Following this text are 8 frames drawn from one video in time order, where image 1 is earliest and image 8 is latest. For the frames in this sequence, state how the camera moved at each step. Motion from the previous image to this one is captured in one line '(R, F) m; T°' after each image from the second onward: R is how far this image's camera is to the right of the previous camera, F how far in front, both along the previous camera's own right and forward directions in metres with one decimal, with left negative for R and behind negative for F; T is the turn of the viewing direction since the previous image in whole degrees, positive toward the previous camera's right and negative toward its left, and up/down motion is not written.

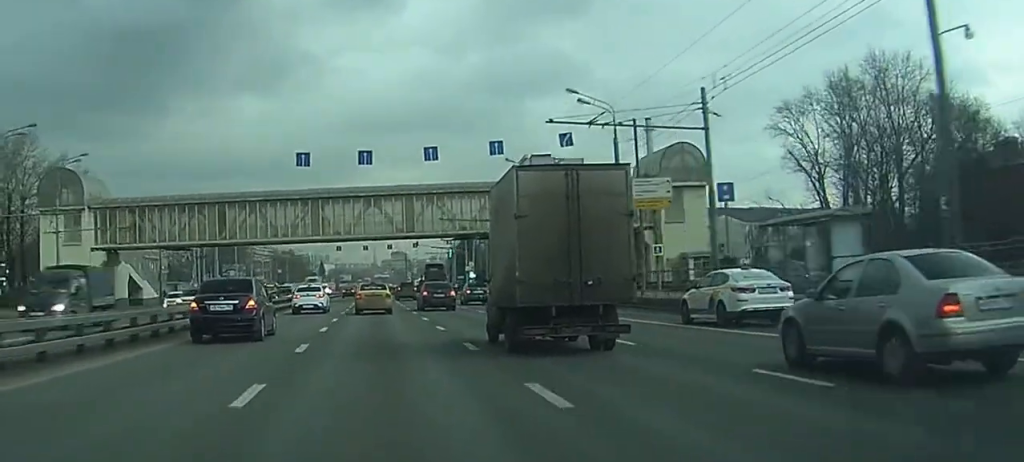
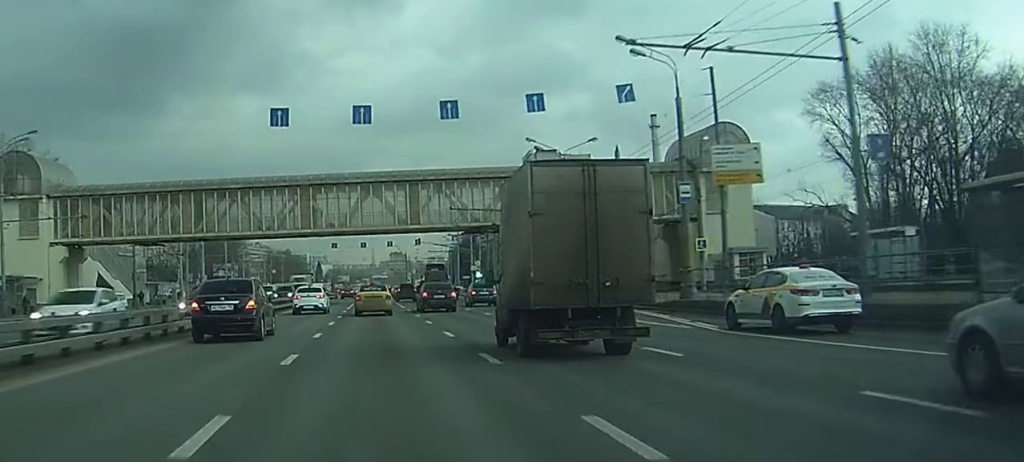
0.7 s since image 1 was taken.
(0.0, +10.9) m; 0°
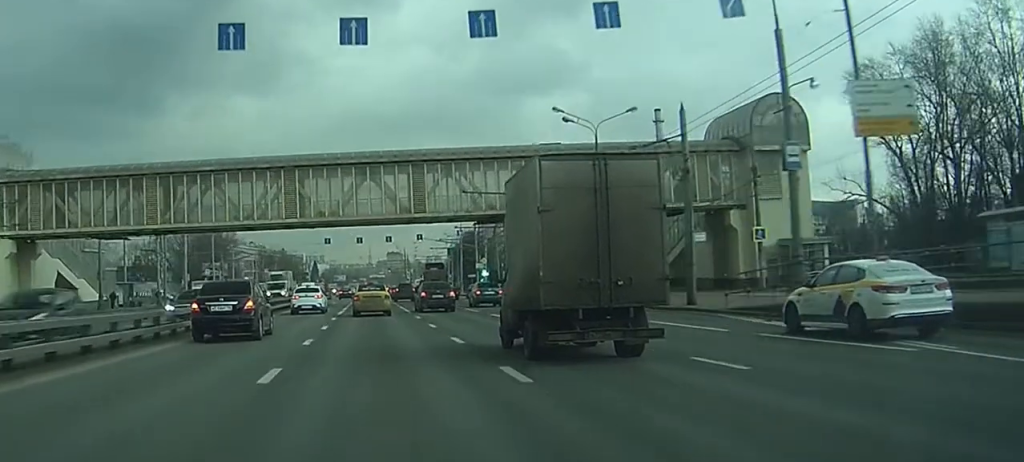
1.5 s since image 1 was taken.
(0.0, +10.8) m; 0°
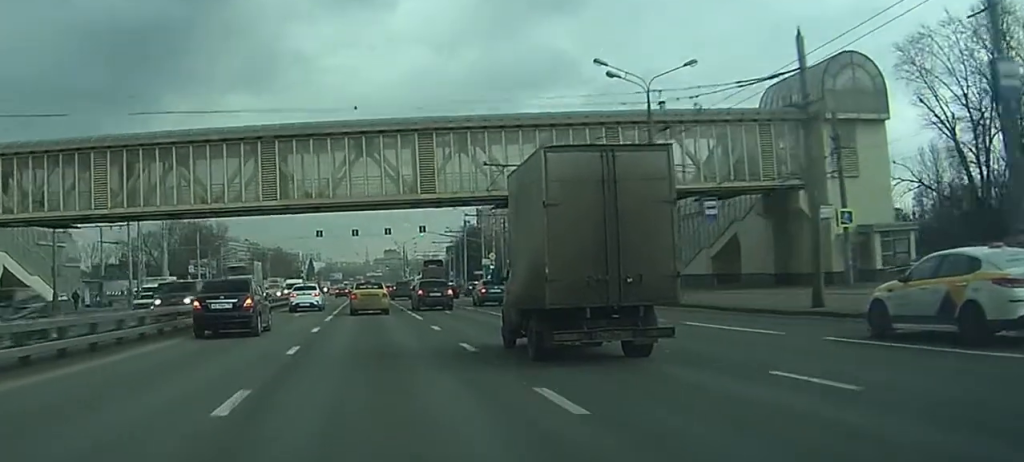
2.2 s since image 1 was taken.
(-0.1, +11.2) m; 0°
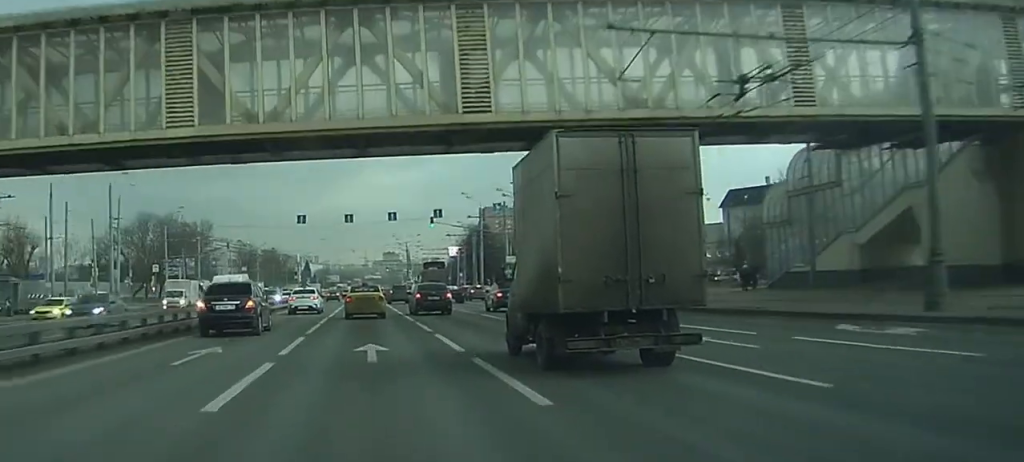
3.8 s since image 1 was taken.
(+0.2, +22.9) m; +1°
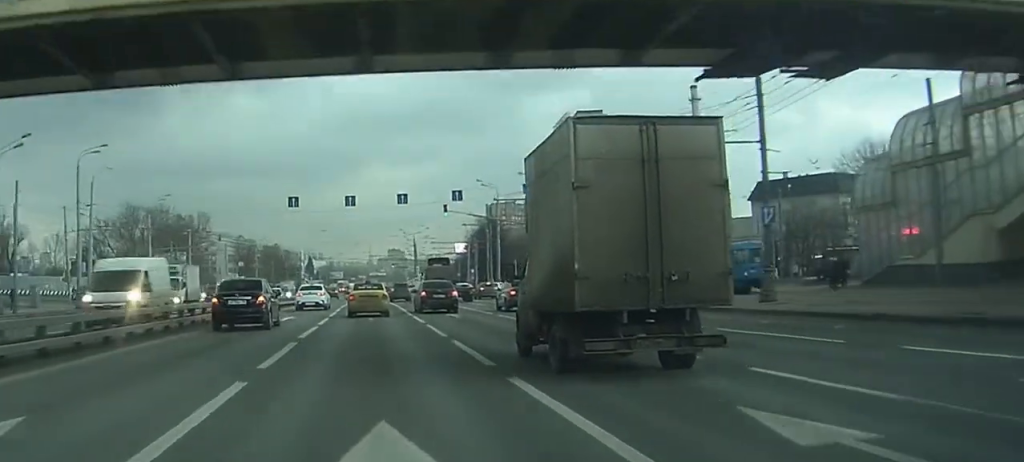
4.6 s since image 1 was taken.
(0.0, +11.7) m; -1°
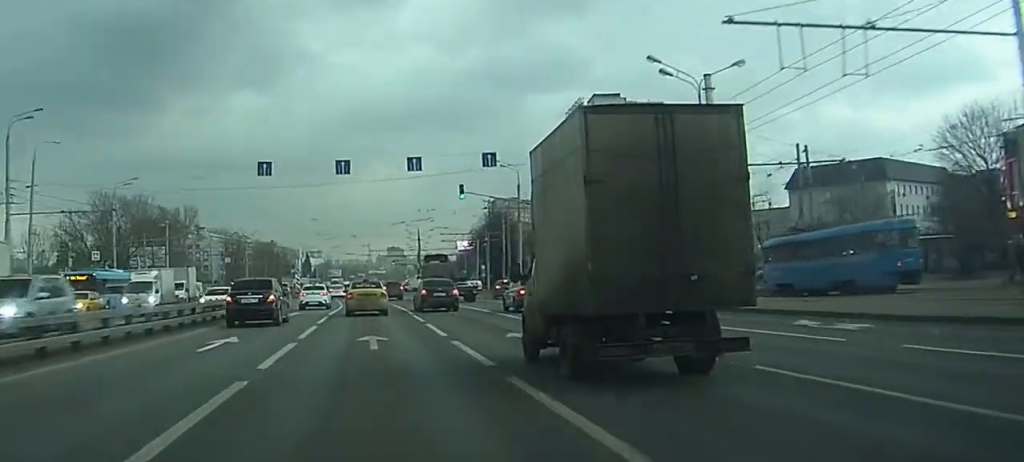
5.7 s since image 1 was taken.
(-0.3, +15.9) m; 0°
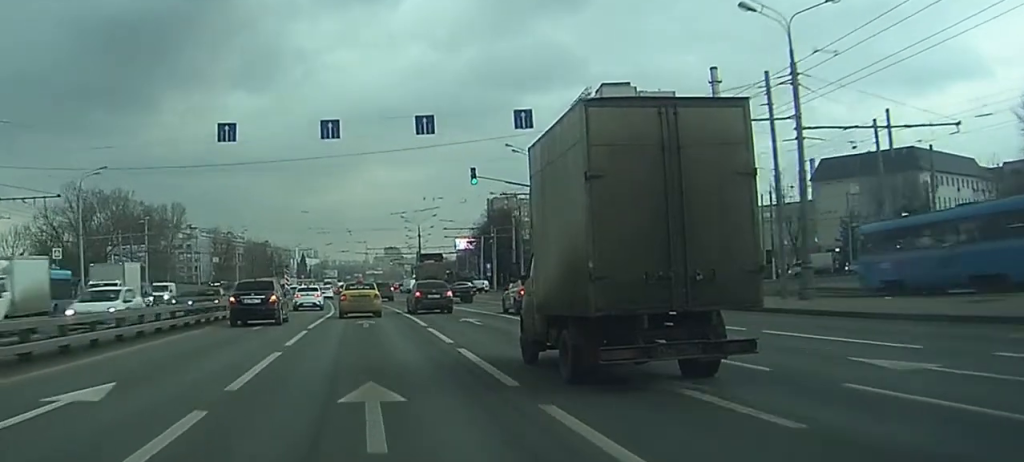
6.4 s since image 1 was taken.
(-0.1, +10.6) m; +2°
